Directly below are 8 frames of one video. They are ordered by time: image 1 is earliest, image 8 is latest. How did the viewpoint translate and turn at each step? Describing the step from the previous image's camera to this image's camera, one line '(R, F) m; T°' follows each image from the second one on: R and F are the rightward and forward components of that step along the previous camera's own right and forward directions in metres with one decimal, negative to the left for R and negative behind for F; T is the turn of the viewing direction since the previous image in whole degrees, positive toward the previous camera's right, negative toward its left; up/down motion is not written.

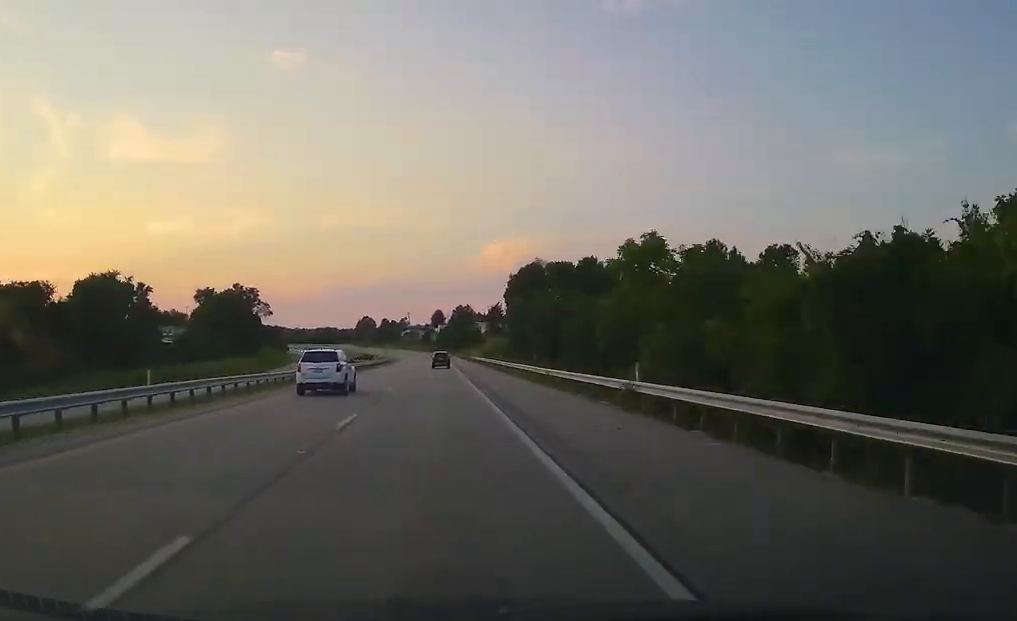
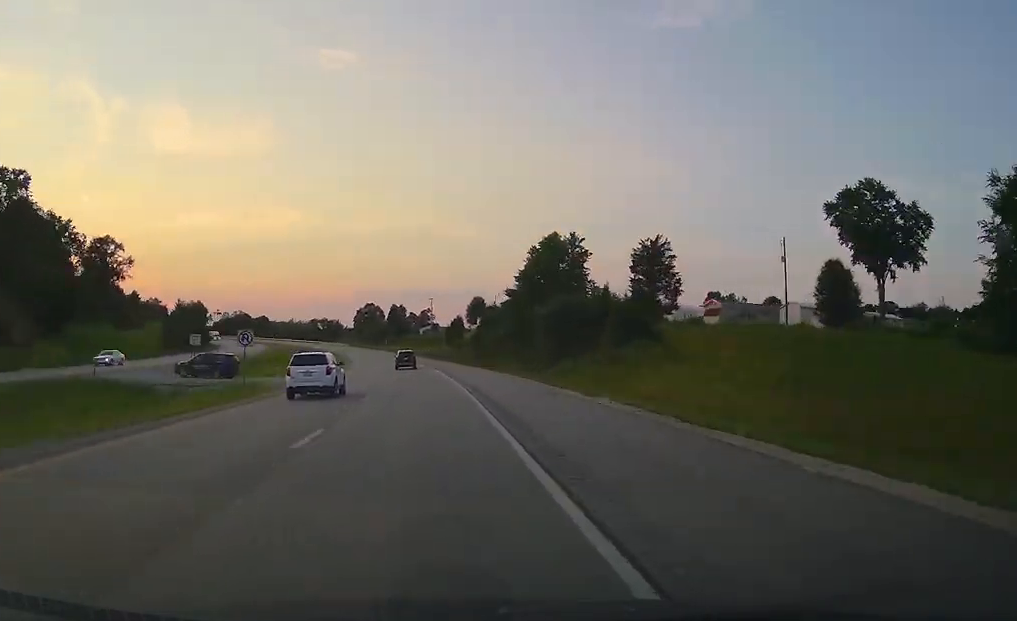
(-4.9, +112.1) m; -7°
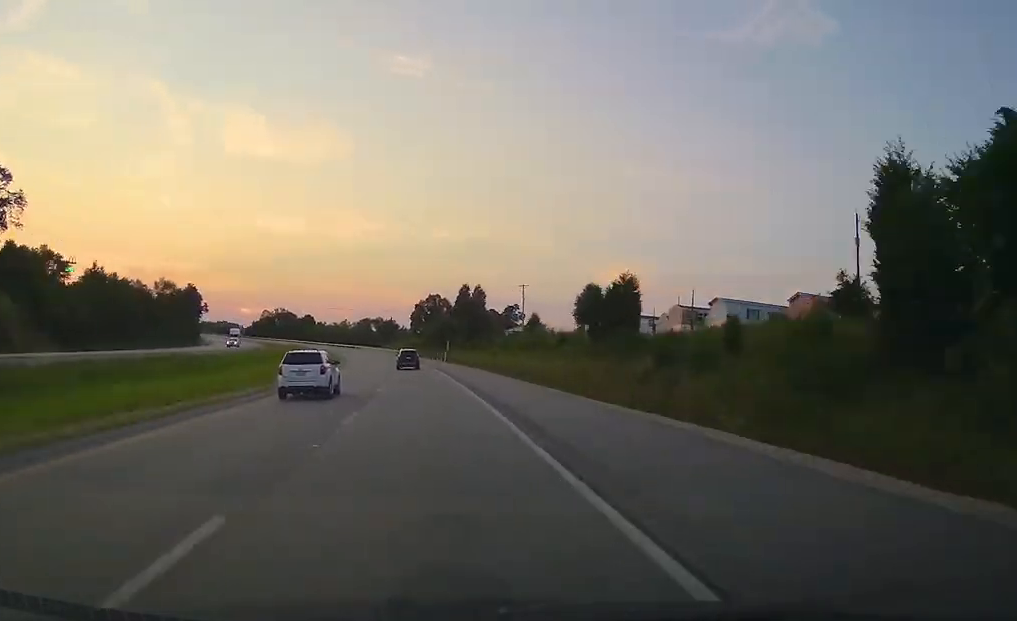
(-4.2, +76.0) m; -6°
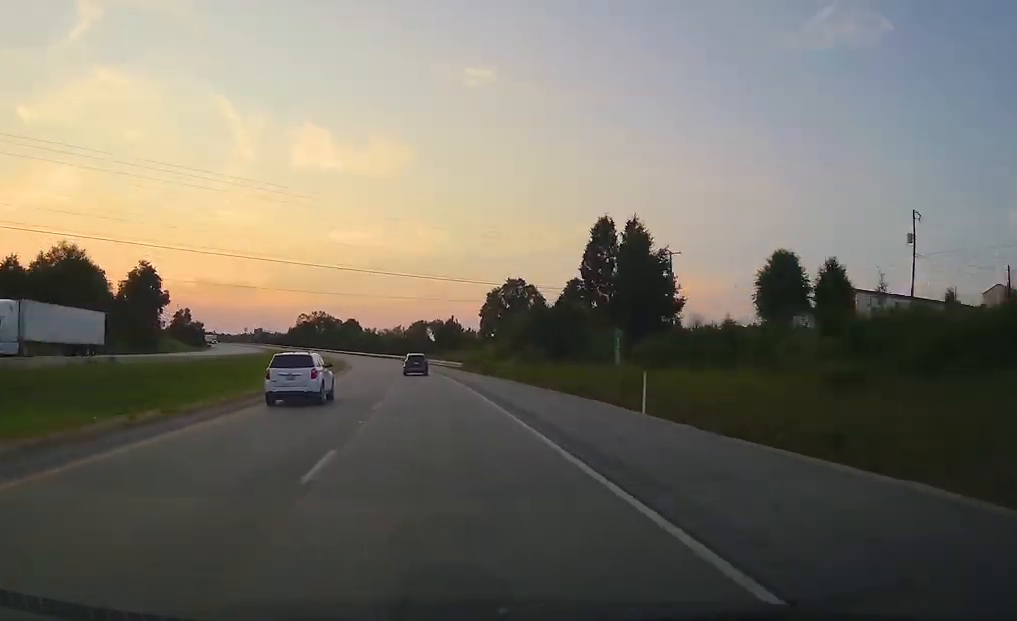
(-2.7, +65.6) m; -5°
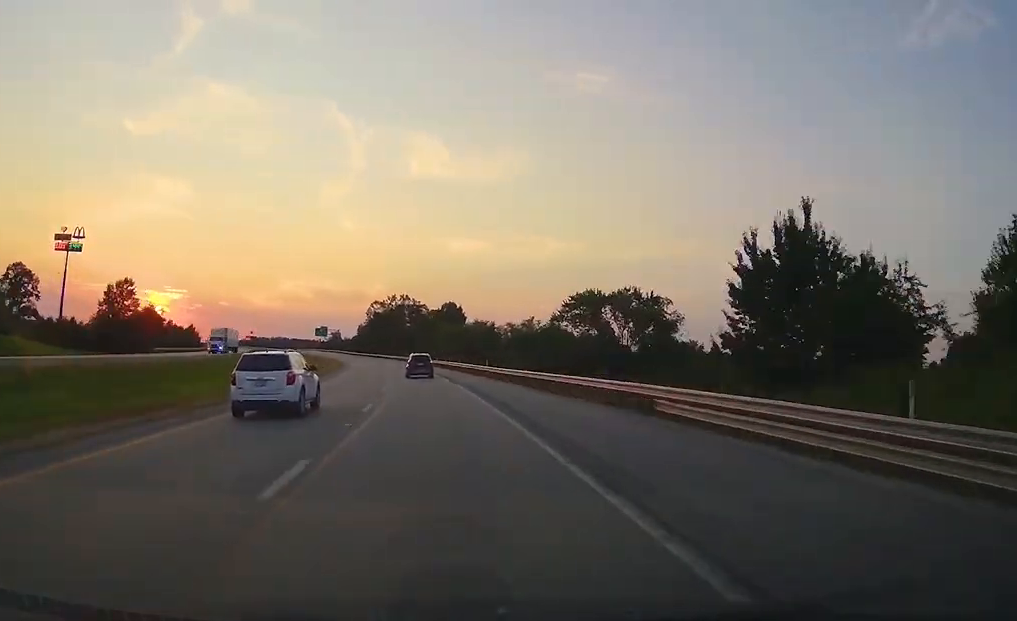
(-10.5, +125.2) m; -10°
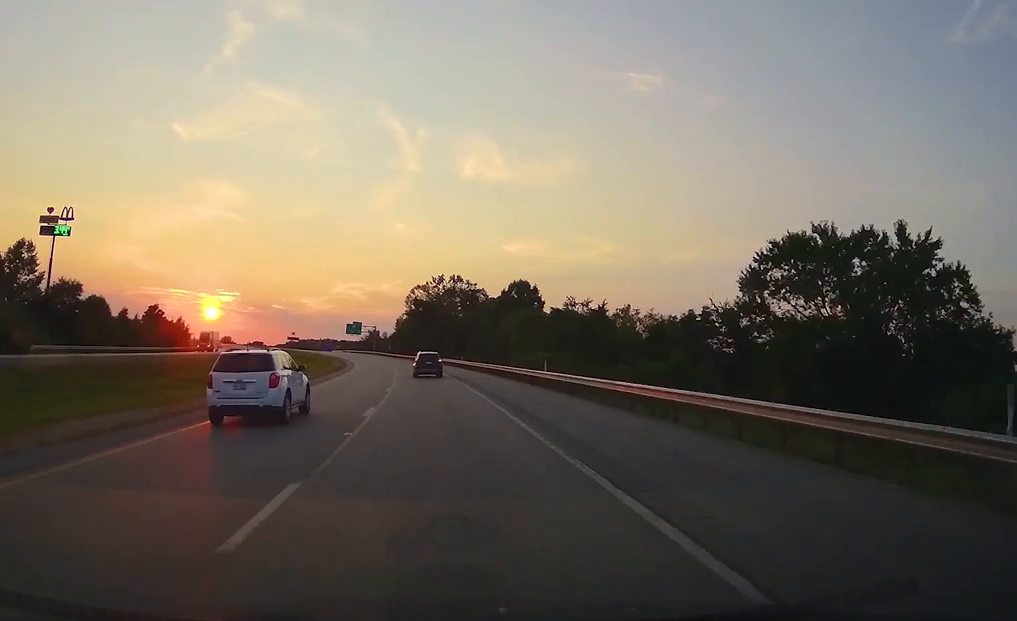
(-1.7, +55.0) m; -4°
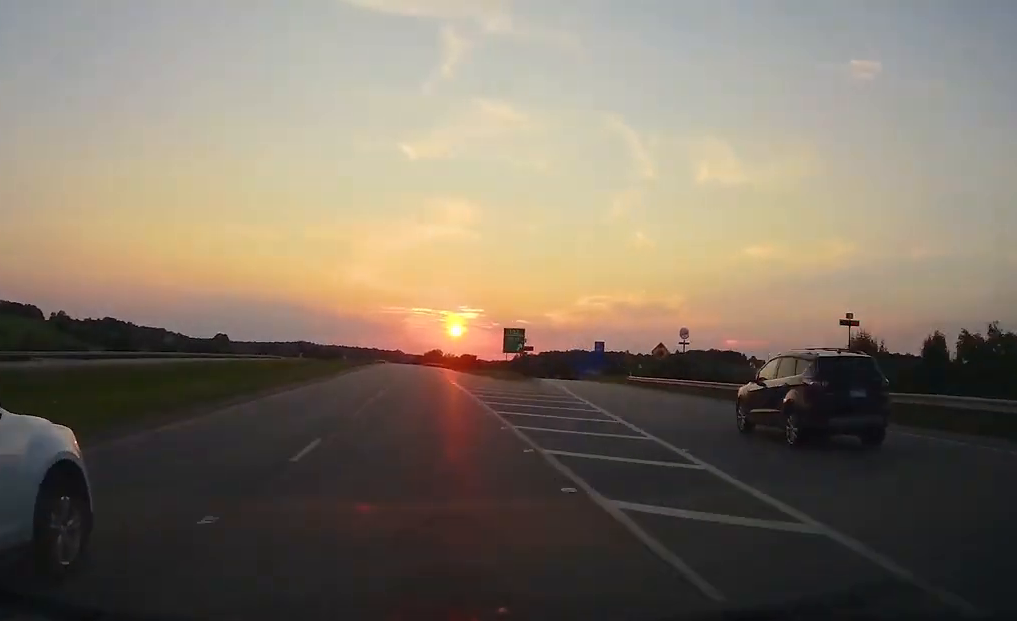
(-57.6, +315.2) m; -15°
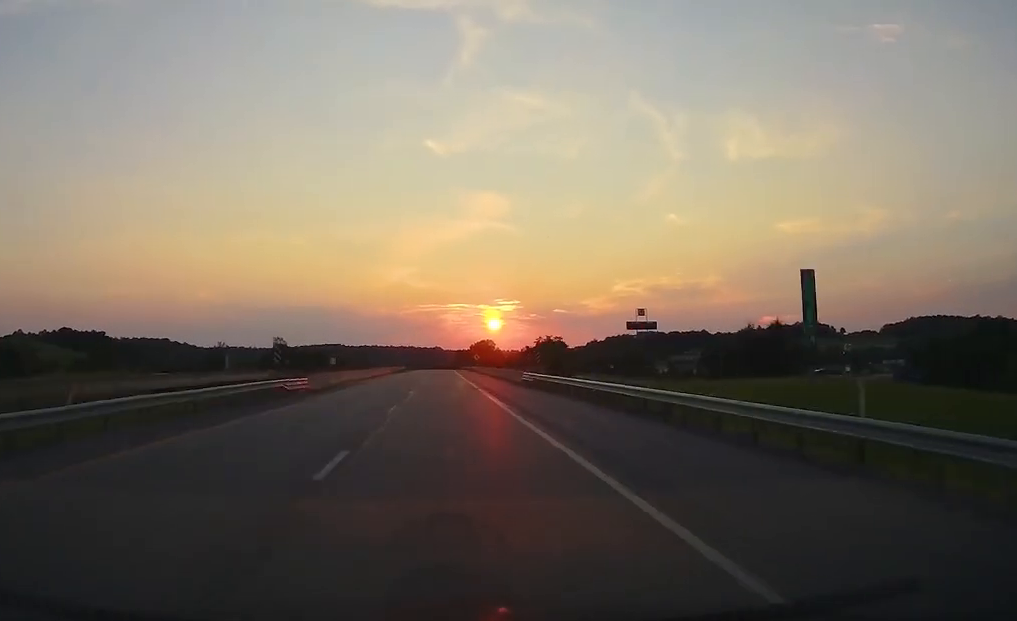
(-3.5, +178.8) m; -1°
